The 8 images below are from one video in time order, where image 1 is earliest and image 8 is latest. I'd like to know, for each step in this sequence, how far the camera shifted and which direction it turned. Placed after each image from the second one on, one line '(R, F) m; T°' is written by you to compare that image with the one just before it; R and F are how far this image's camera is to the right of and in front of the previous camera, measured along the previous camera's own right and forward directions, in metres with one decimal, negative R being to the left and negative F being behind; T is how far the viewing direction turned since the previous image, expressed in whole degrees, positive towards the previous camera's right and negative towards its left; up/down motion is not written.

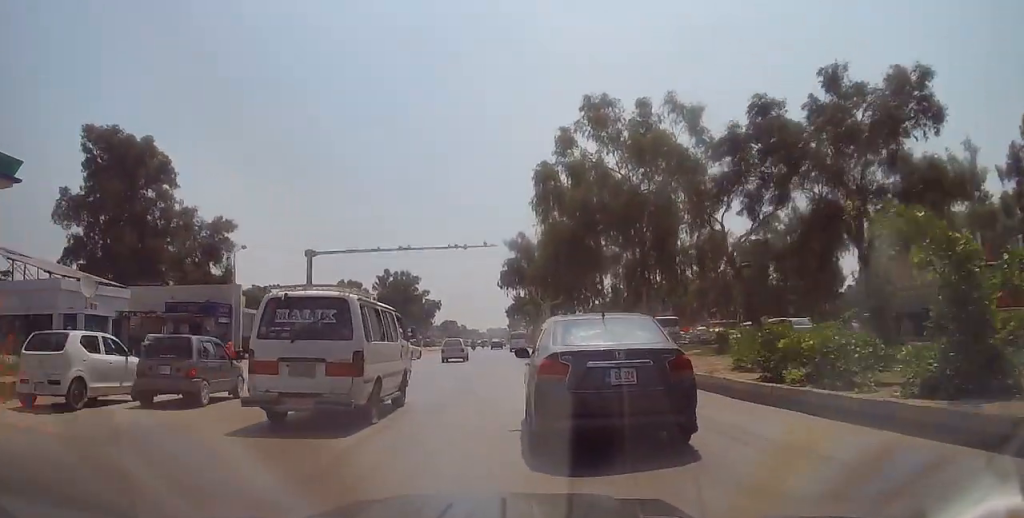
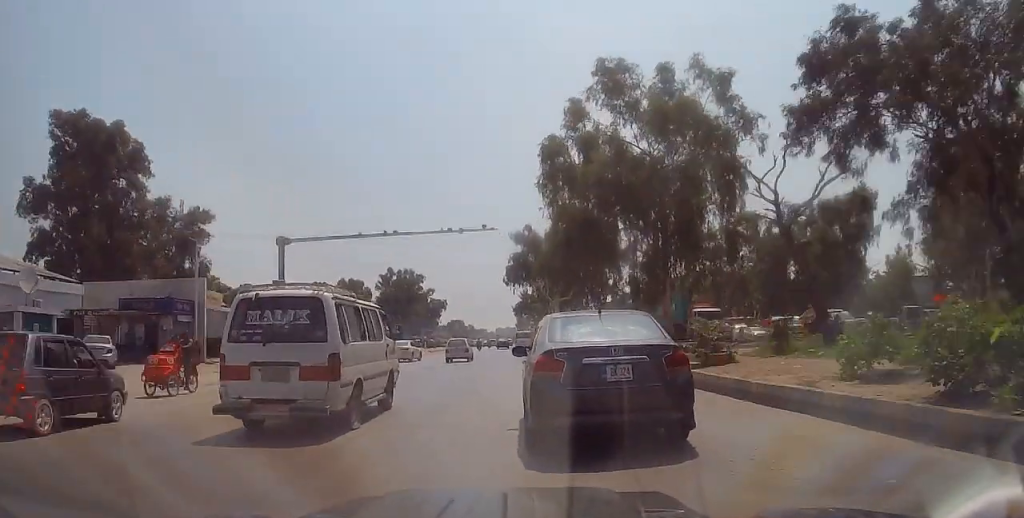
(+0.1, +5.8) m; 0°
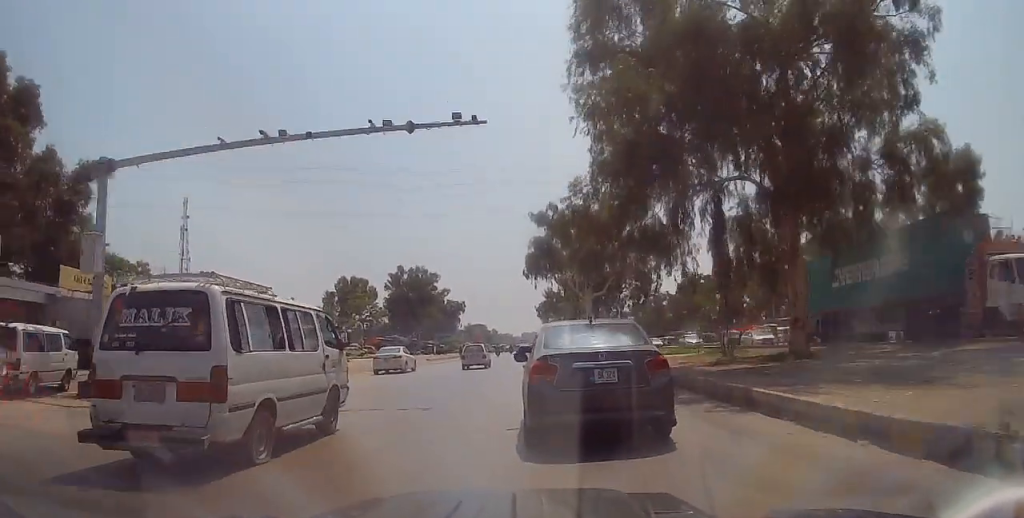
(-0.1, +17.8) m; 0°
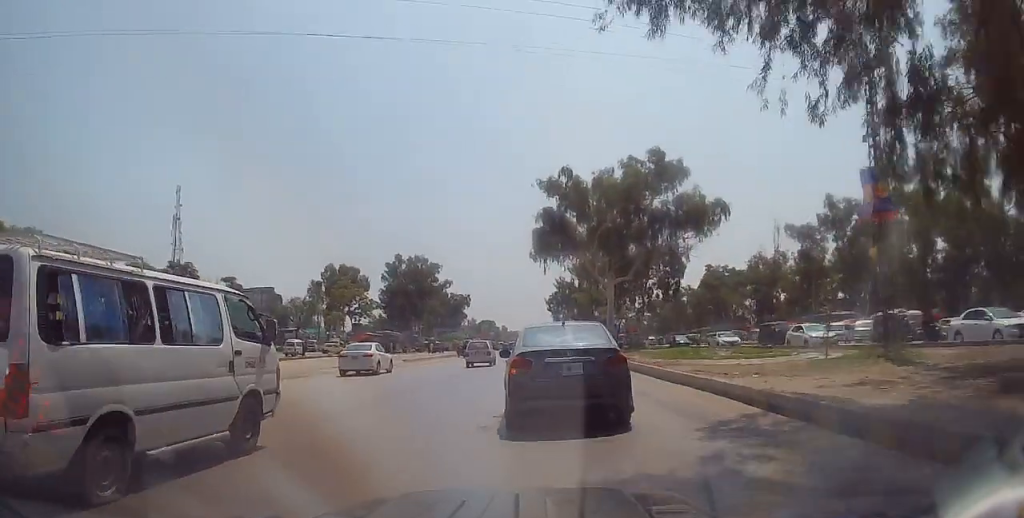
(+0.1, +14.3) m; -2°
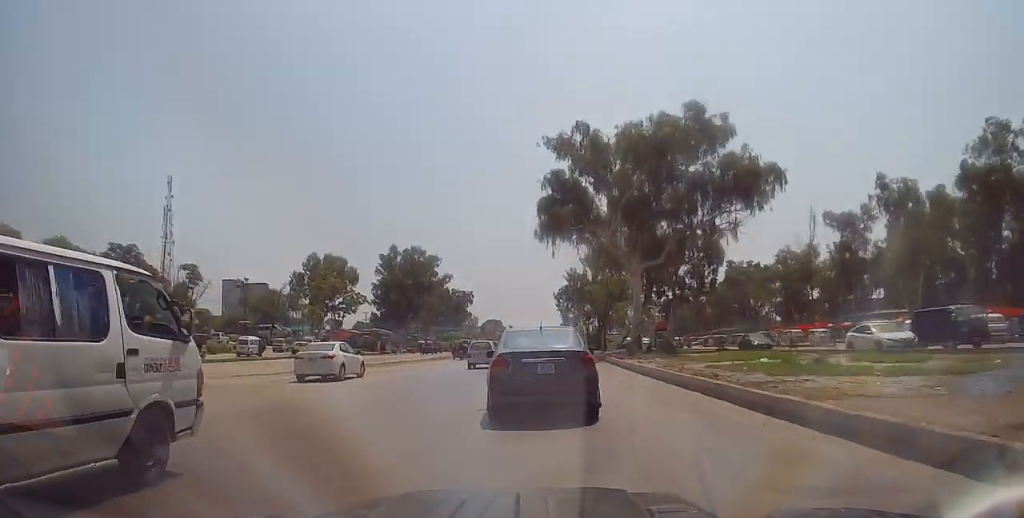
(-0.4, +12.8) m; -3°
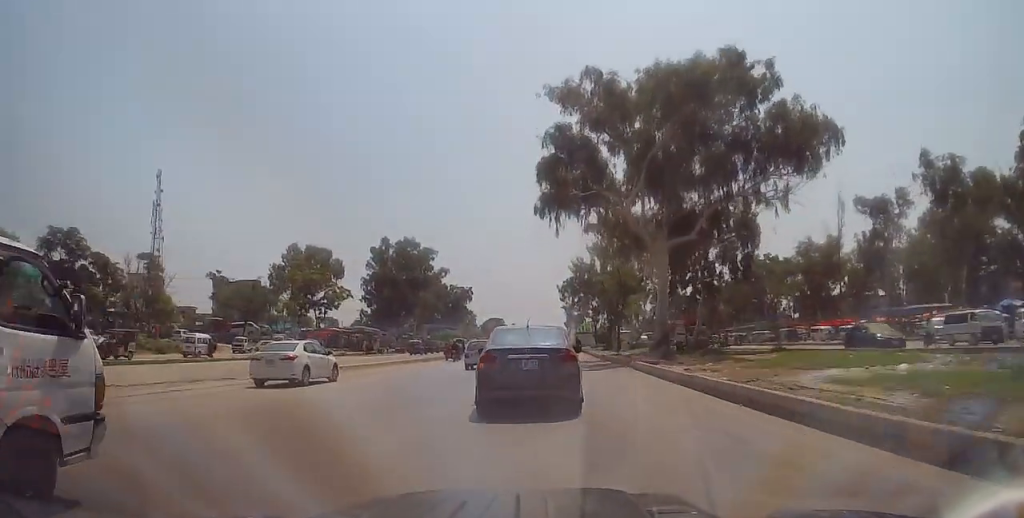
(-0.3, +9.6) m; 0°
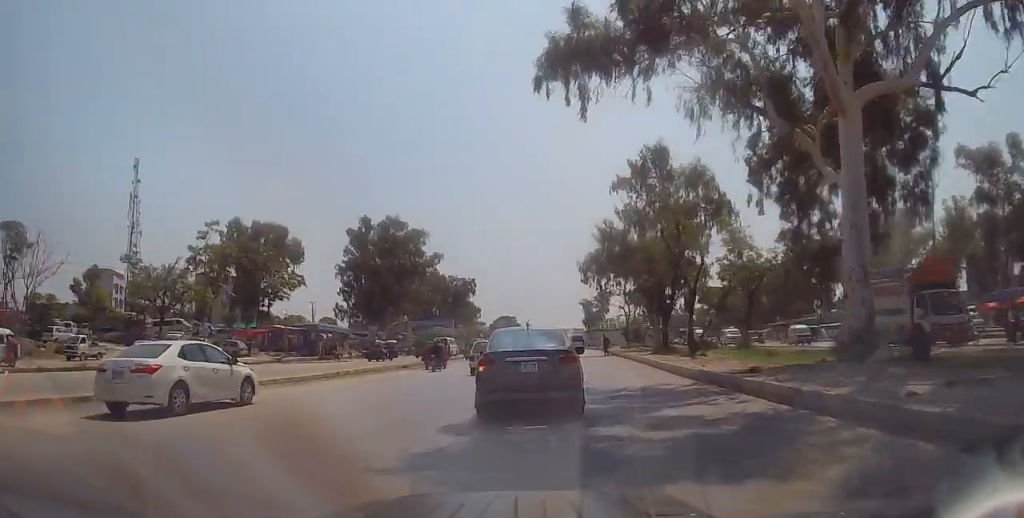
(+0.7, +22.3) m; -1°
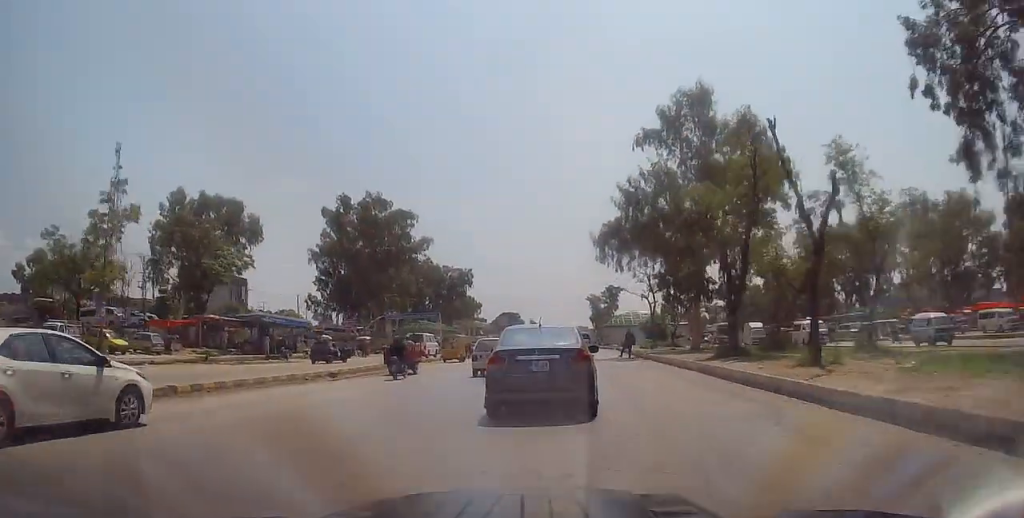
(-0.4, +13.5) m; 0°
